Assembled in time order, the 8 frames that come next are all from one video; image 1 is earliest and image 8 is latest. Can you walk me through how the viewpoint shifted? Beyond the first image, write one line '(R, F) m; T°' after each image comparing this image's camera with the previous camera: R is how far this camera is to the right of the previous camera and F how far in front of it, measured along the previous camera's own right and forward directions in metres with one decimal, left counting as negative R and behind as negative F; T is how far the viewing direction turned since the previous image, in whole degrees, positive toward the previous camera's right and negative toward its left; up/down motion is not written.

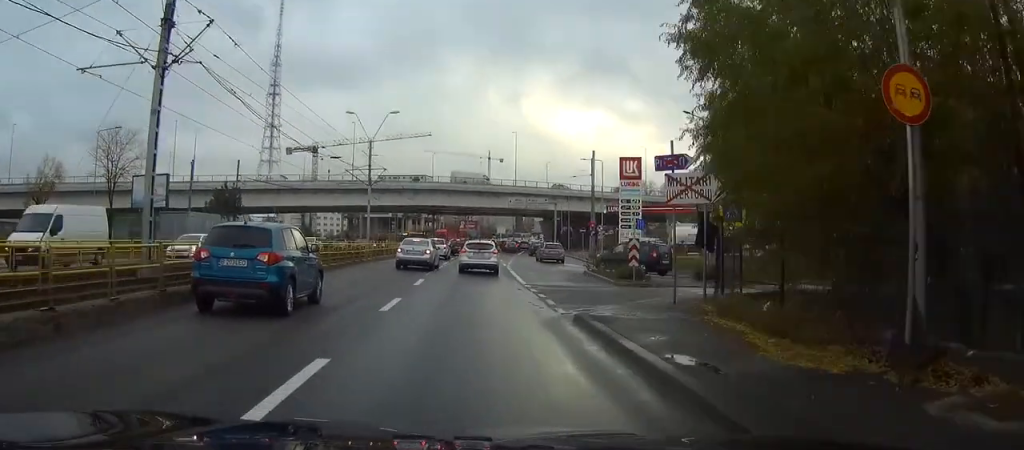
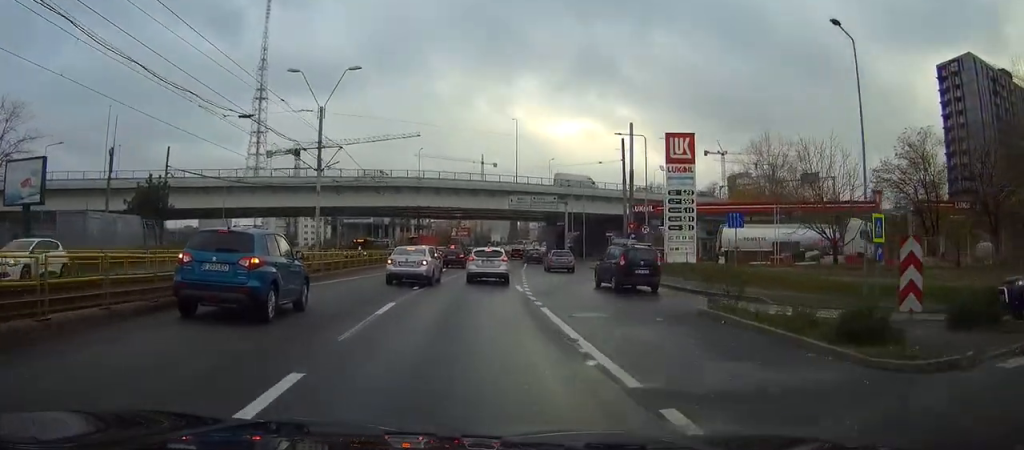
(-0.1, +17.9) m; 0°
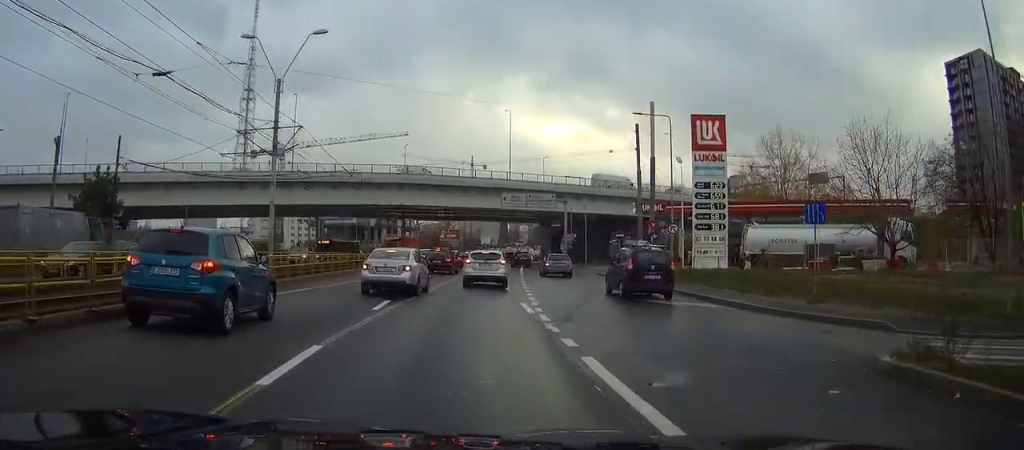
(0.0, +7.9) m; +1°
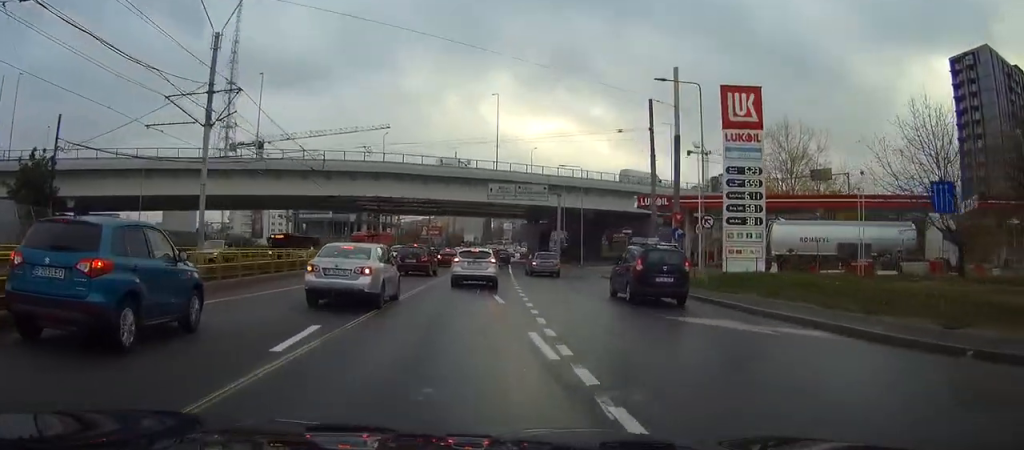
(+0.1, +7.6) m; +1°
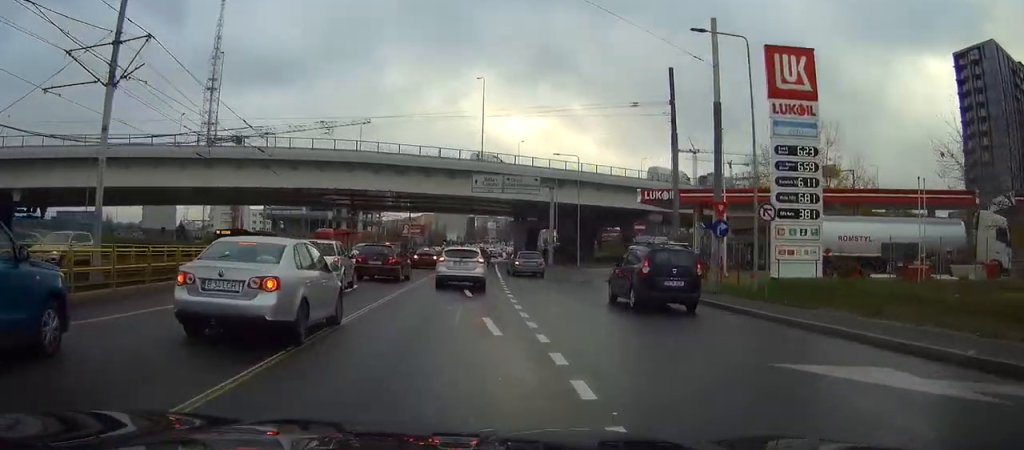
(+0.1, +7.5) m; +1°
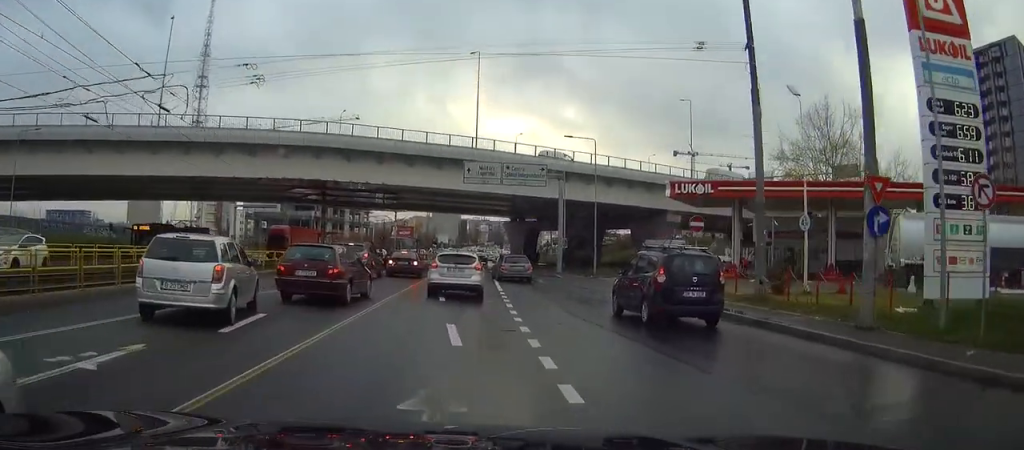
(+0.1, +10.8) m; +1°
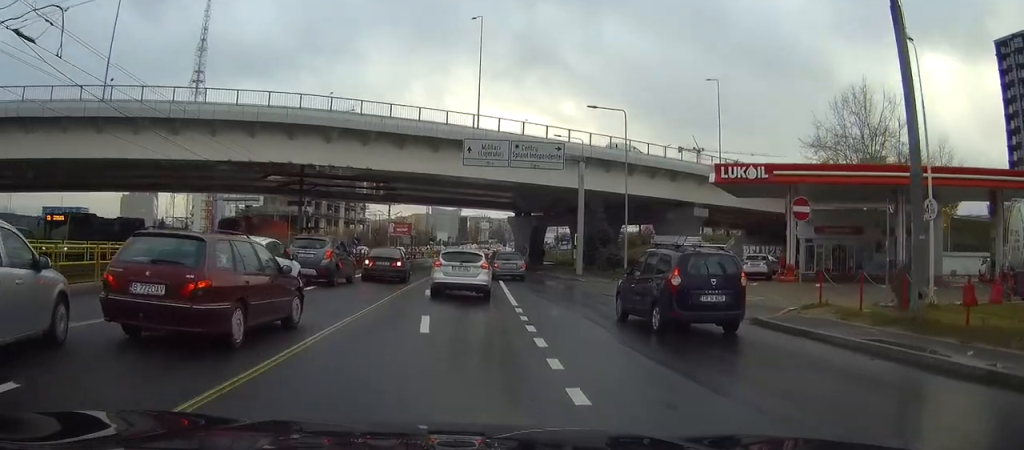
(0.0, +9.0) m; 0°
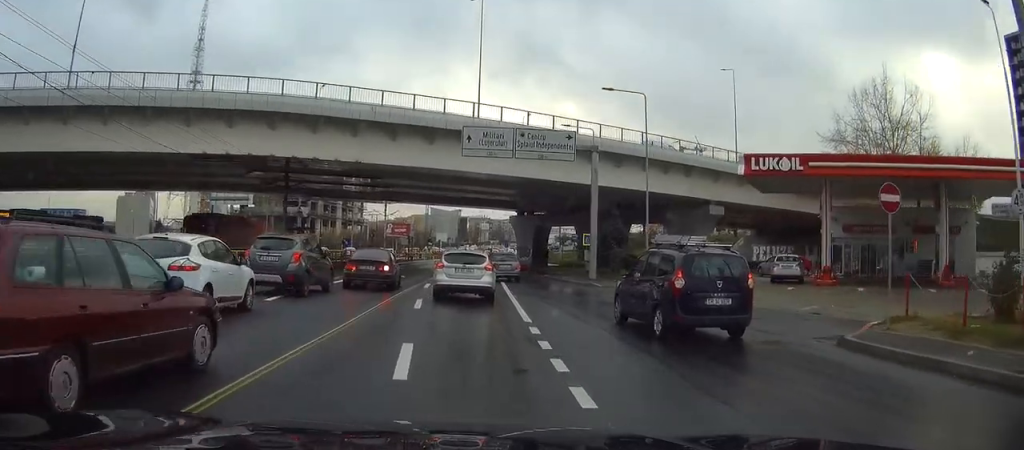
(0.0, +4.5) m; 0°
